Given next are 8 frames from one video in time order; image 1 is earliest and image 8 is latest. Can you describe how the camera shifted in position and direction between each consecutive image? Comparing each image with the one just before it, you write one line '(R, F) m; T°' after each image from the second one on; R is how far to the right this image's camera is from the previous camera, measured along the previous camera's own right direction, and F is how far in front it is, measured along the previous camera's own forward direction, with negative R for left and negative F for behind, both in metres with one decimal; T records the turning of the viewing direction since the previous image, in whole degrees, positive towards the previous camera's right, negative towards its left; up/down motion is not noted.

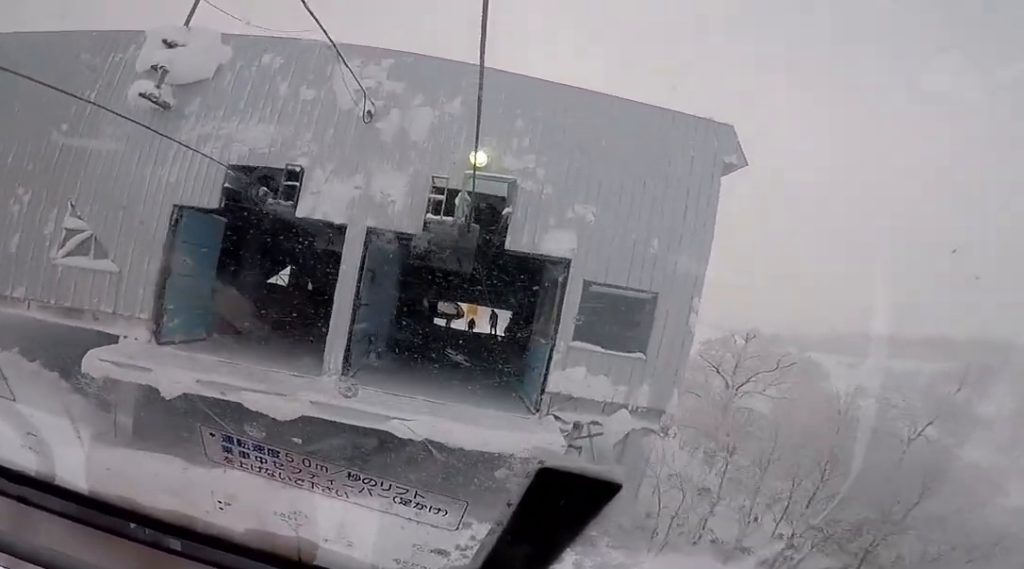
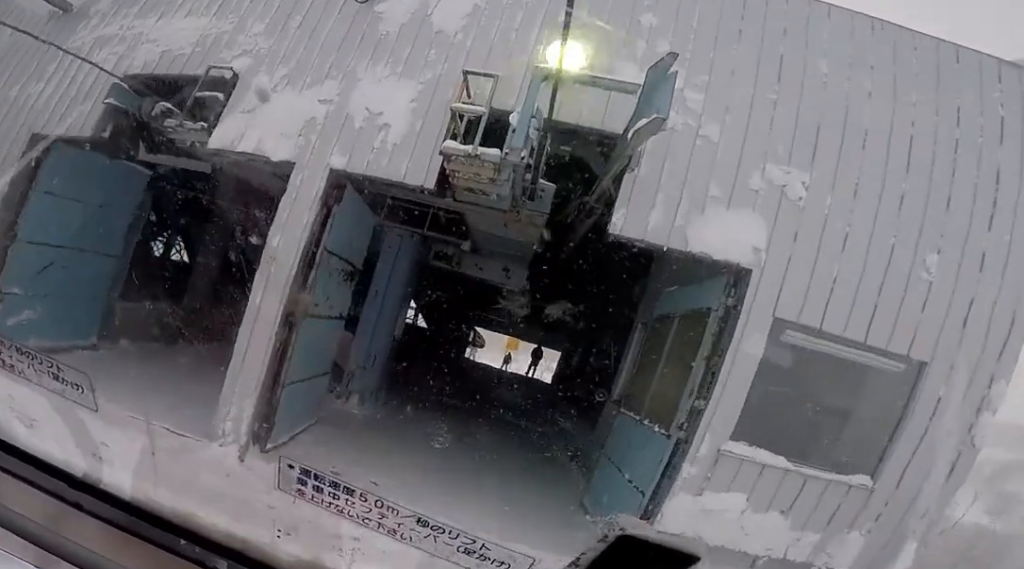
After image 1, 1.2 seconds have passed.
(-0.1, +5.0) m; -4°
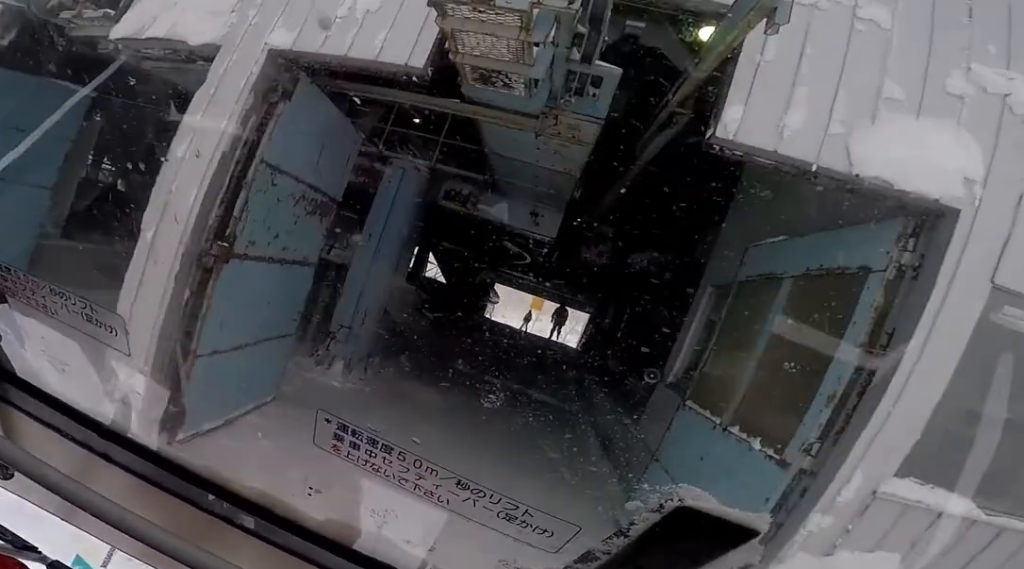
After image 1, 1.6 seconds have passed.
(-0.1, +1.7) m; -4°
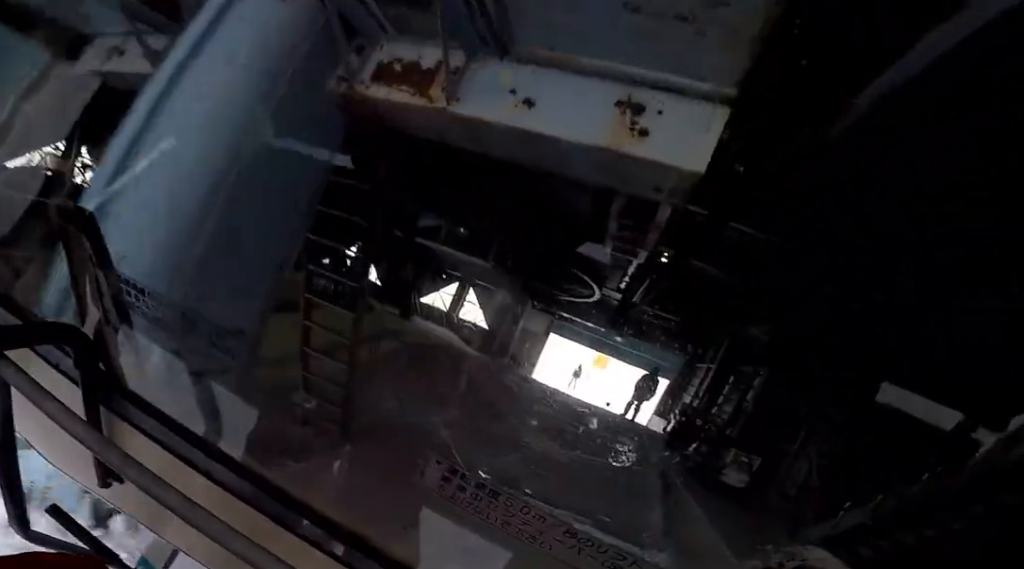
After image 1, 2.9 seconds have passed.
(-0.4, +4.5) m; -11°
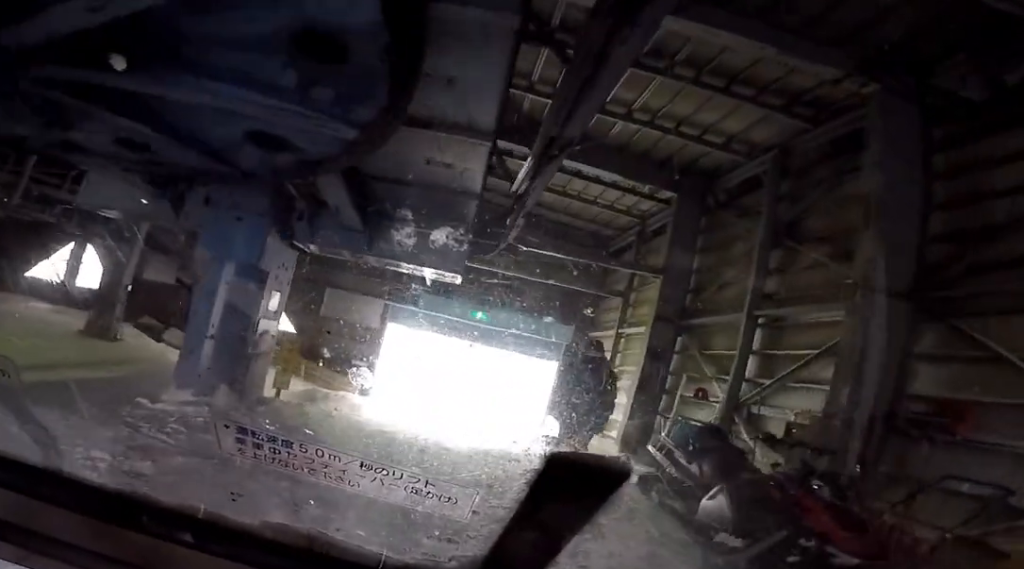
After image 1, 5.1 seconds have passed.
(-1.1, +6.1) m; -29°
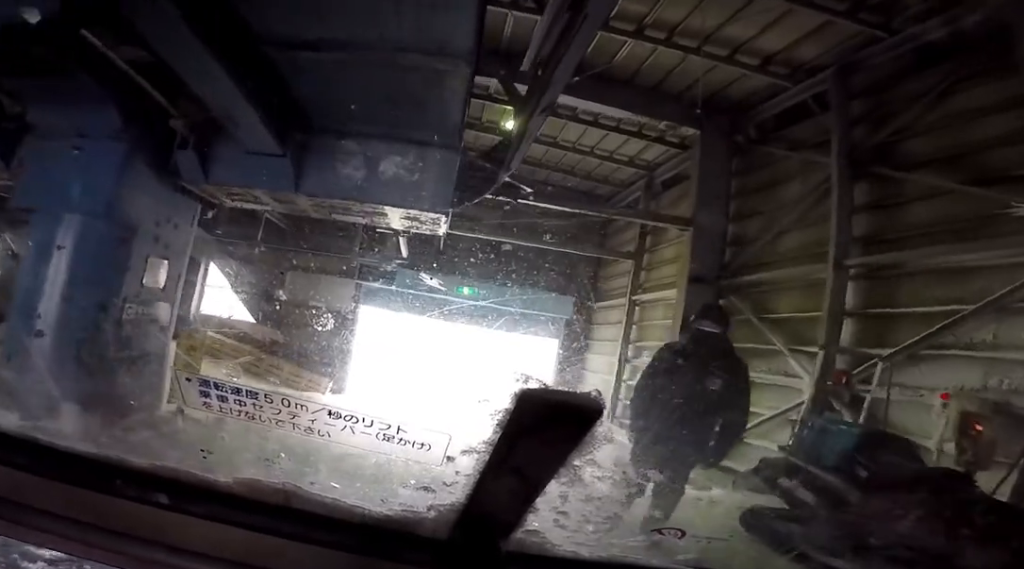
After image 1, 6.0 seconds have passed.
(-0.3, +1.9) m; -13°
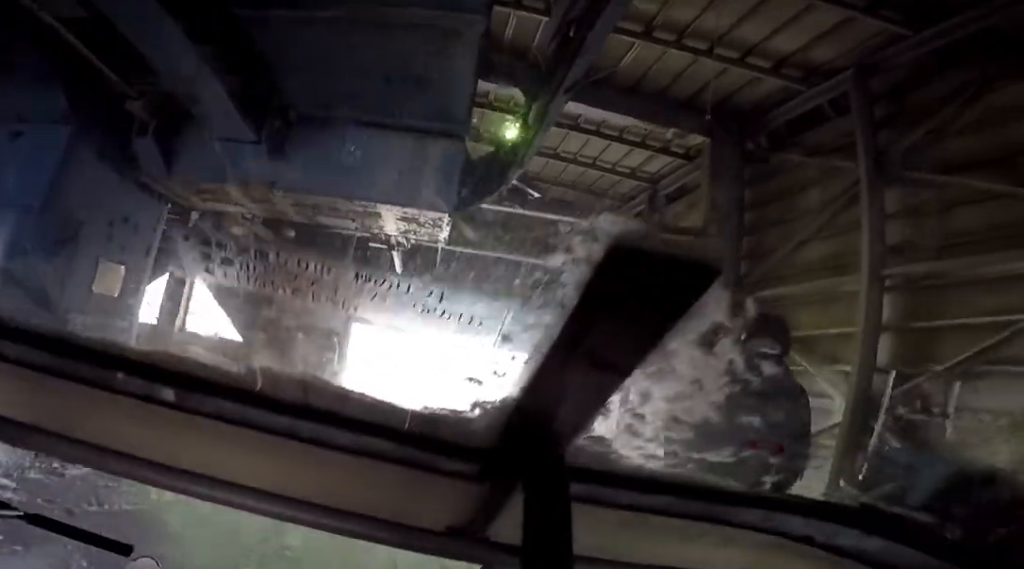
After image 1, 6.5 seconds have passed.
(-0.1, +1.0) m; -1°
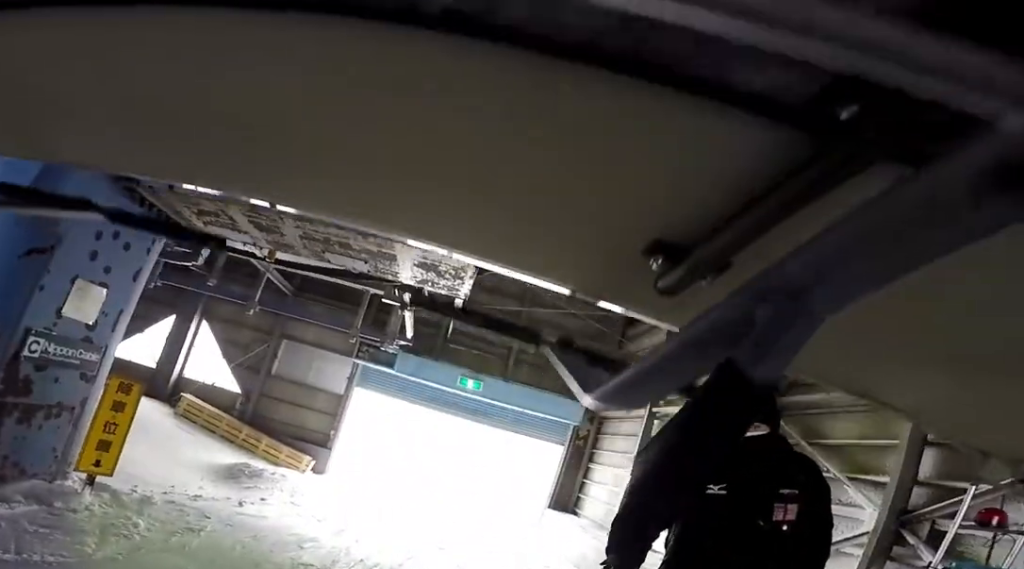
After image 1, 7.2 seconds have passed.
(-0.1, +1.3) m; +2°
